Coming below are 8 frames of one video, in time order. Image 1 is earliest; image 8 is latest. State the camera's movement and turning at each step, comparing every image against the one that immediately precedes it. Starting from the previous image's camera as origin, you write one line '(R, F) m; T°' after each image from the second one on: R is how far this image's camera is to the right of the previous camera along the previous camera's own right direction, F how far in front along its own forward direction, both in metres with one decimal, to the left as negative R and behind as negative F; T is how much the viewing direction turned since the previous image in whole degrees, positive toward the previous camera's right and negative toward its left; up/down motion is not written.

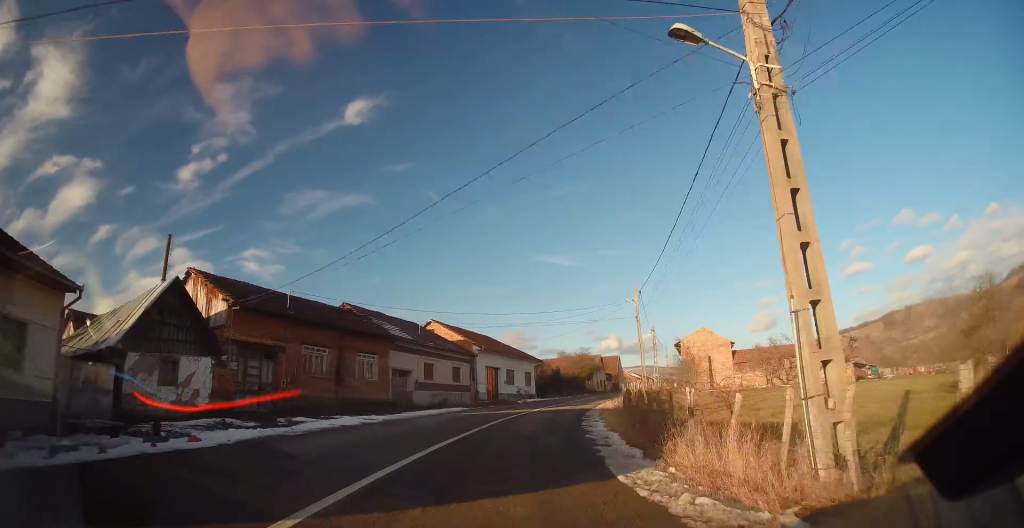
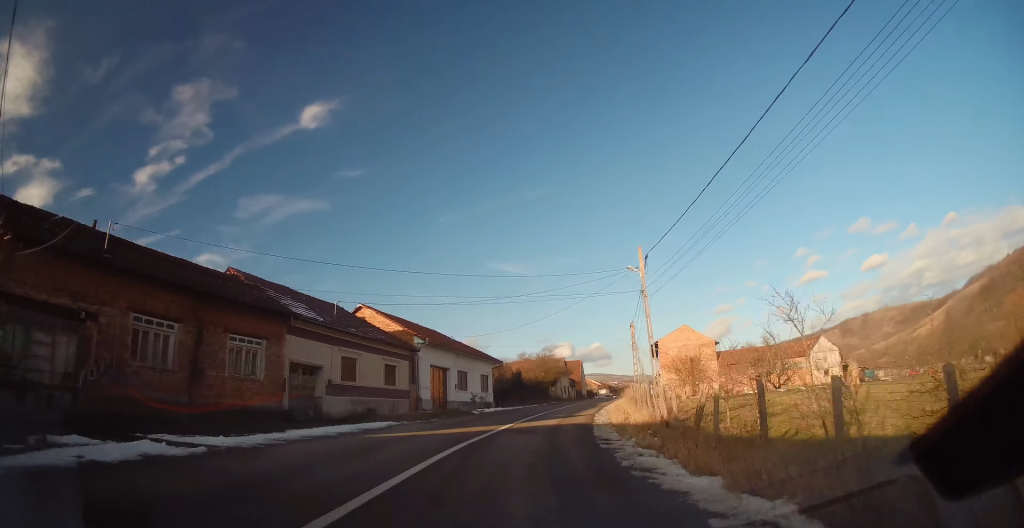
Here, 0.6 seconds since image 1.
(+0.2, +11.1) m; +5°
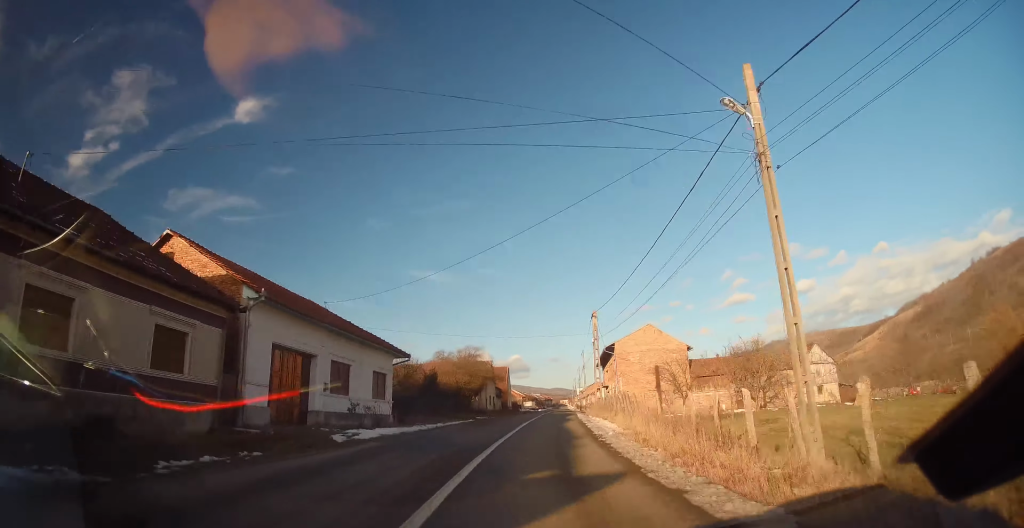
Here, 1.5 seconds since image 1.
(+1.3, +16.7) m; +8°
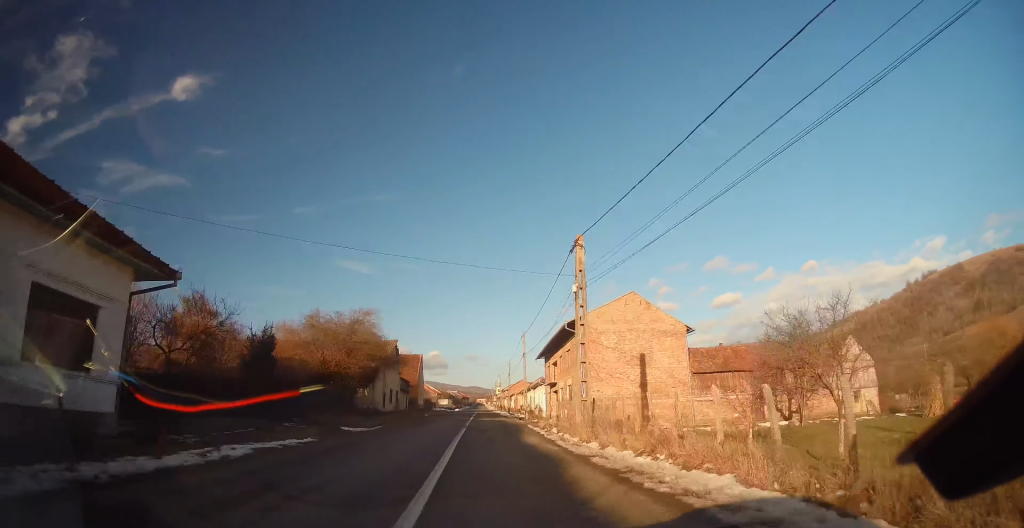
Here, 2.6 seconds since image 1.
(+1.5, +20.7) m; +6°
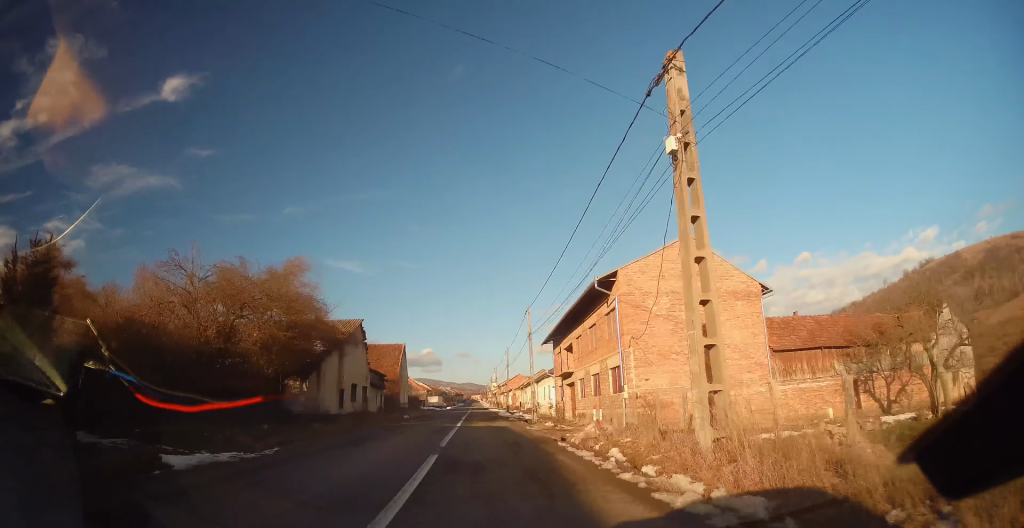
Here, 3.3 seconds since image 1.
(+0.3, +12.8) m; 0°
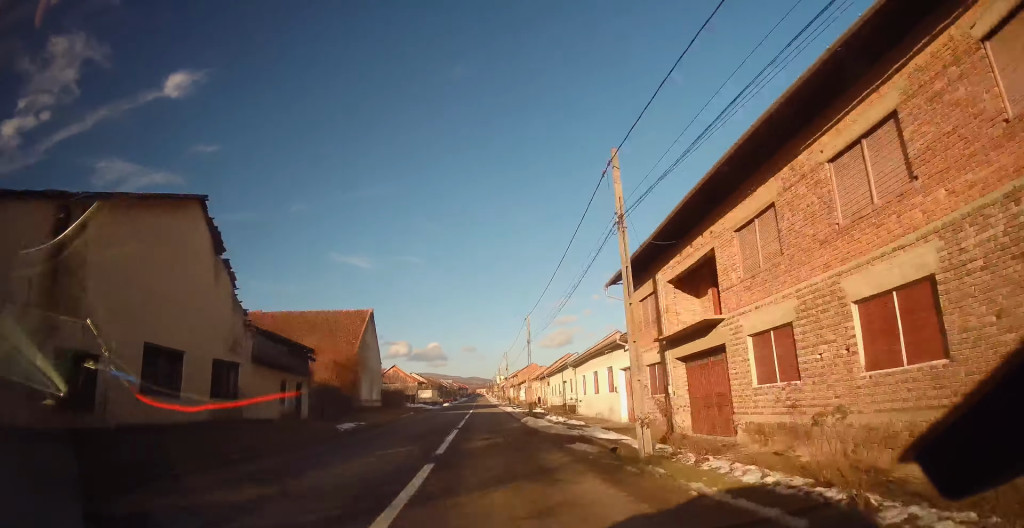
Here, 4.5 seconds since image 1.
(-0.4, +24.7) m; -1°
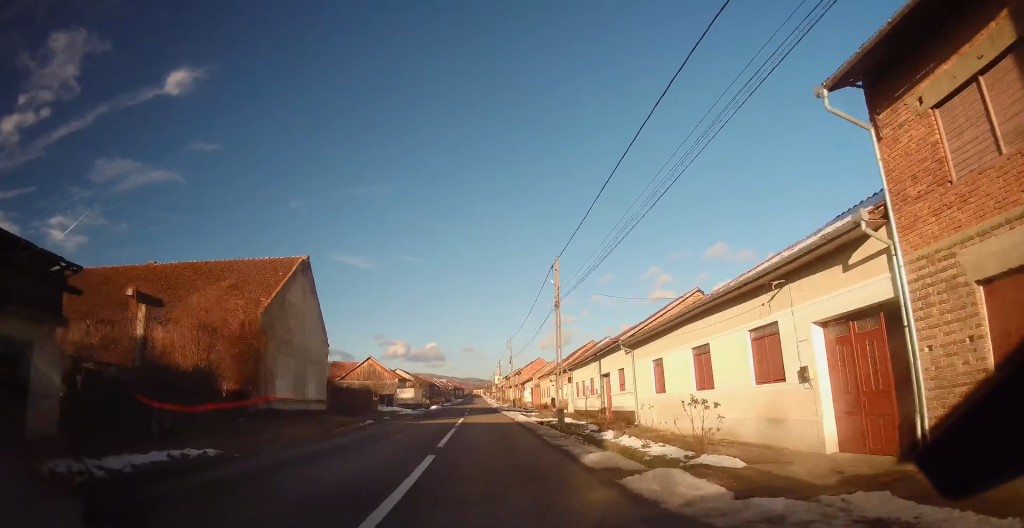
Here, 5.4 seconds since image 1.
(+0.2, +17.9) m; +1°
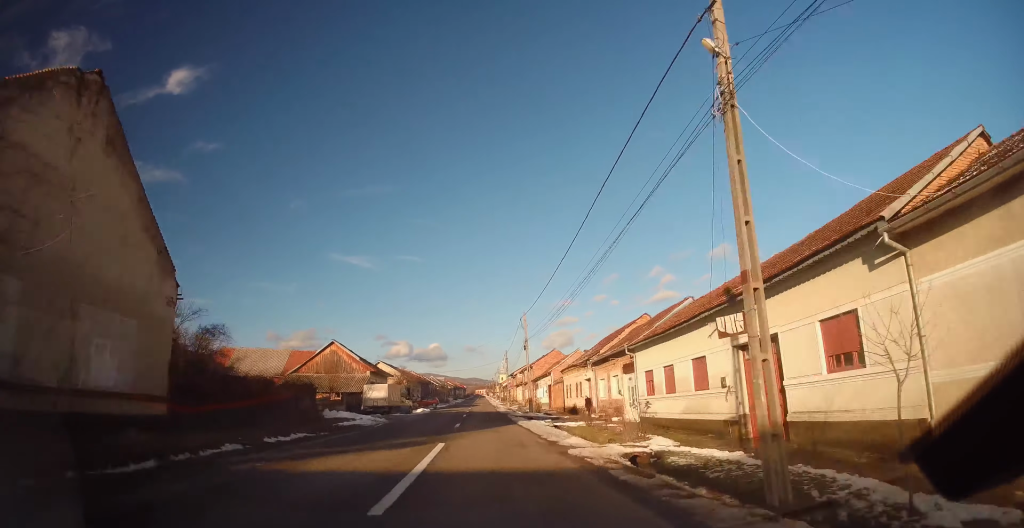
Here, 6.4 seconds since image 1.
(+0.1, +18.8) m; 0°
